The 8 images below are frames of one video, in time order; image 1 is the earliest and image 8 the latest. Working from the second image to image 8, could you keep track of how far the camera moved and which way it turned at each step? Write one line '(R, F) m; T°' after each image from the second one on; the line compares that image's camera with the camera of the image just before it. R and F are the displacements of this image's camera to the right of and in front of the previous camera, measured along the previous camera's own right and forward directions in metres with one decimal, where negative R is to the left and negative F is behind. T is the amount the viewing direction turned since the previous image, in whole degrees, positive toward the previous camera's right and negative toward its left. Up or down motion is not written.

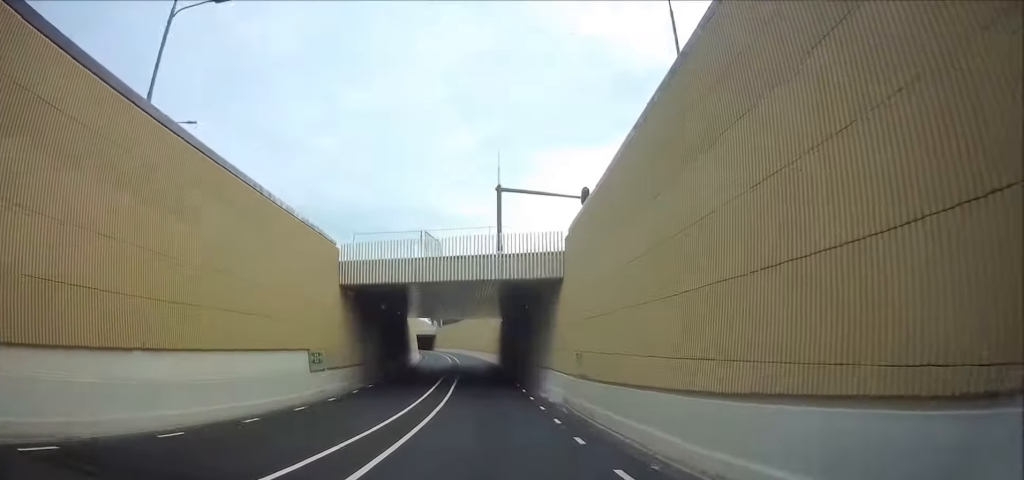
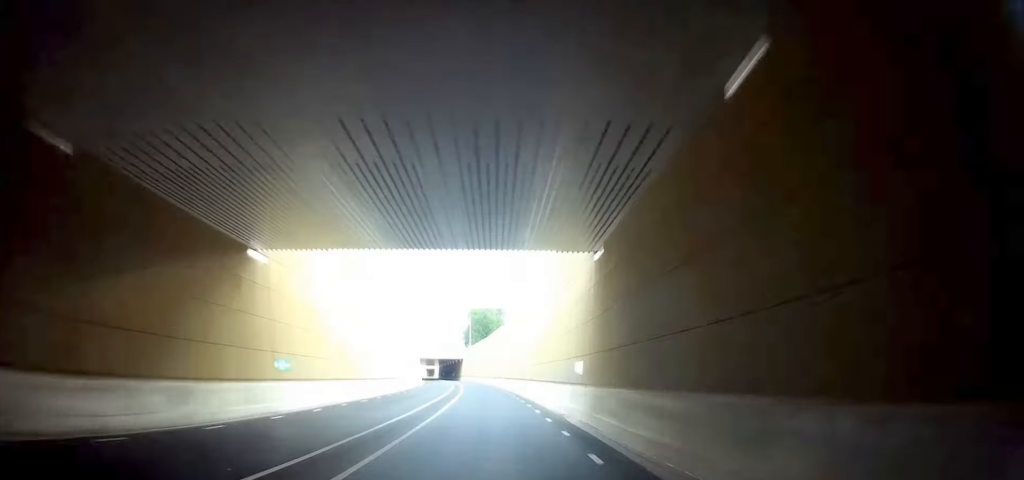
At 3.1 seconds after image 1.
(-0.2, +49.4) m; -6°
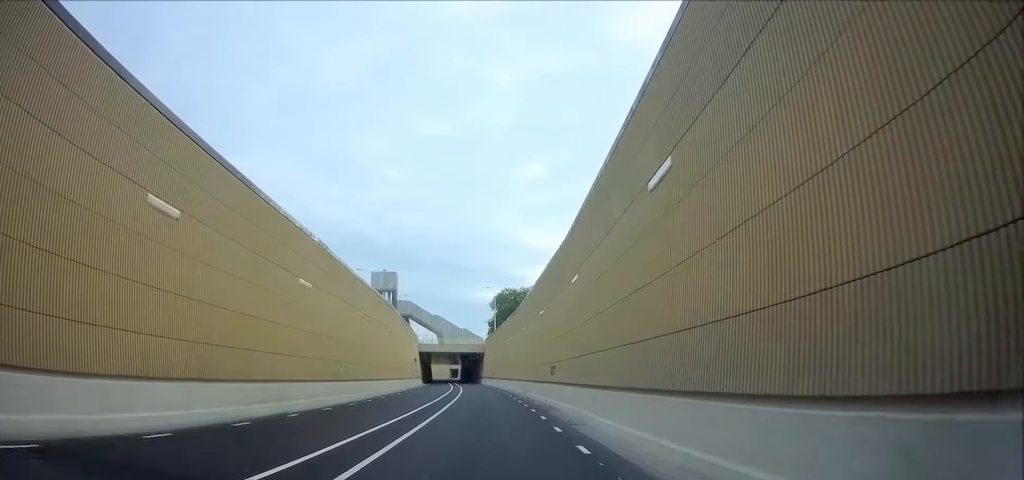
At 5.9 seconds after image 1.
(-4.1, +42.0) m; -6°
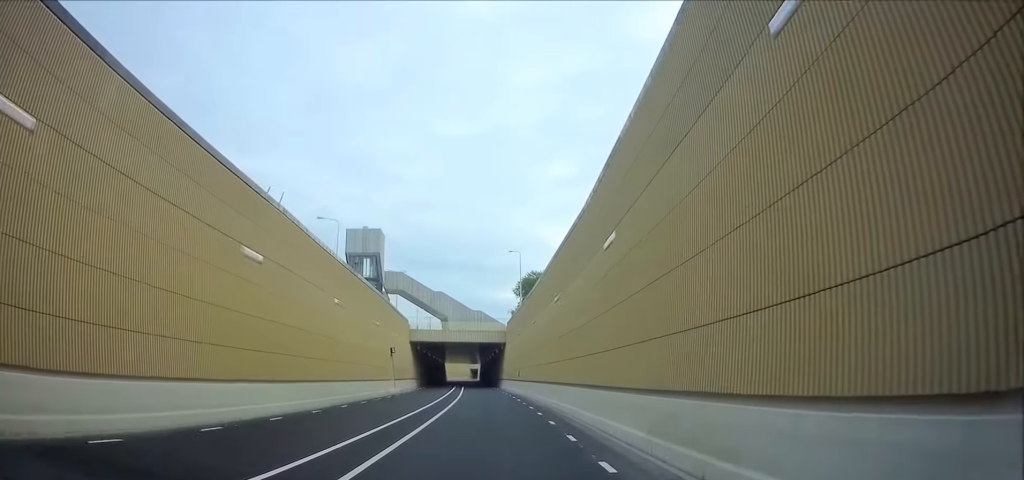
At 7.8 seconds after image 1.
(-0.4, +29.6) m; -2°
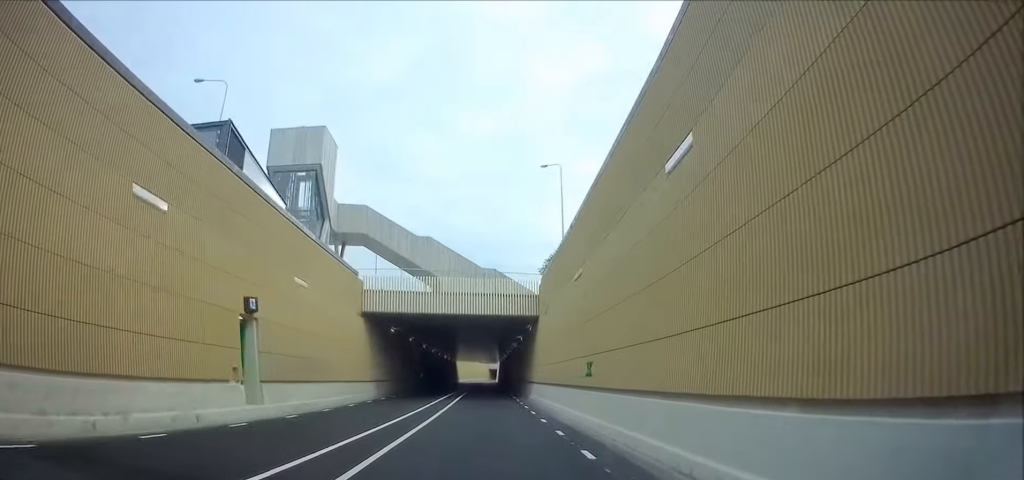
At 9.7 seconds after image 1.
(-0.6, +29.5) m; -1°
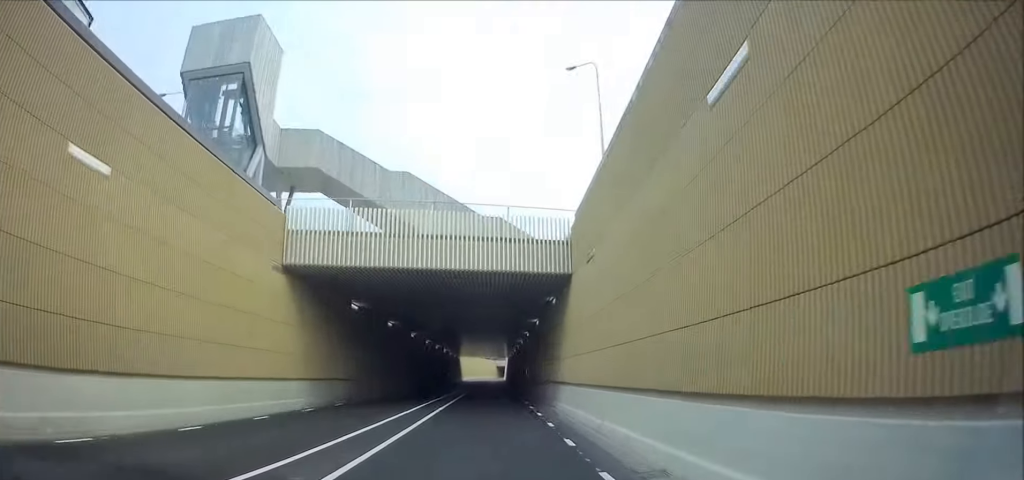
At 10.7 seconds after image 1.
(-0.2, +14.3) m; +1°
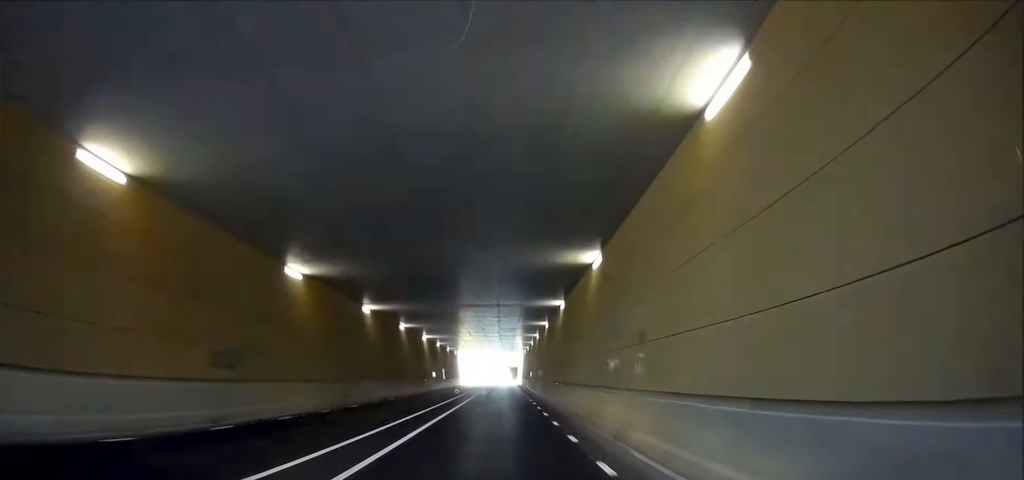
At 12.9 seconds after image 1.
(+0.8, +34.7) m; +2°
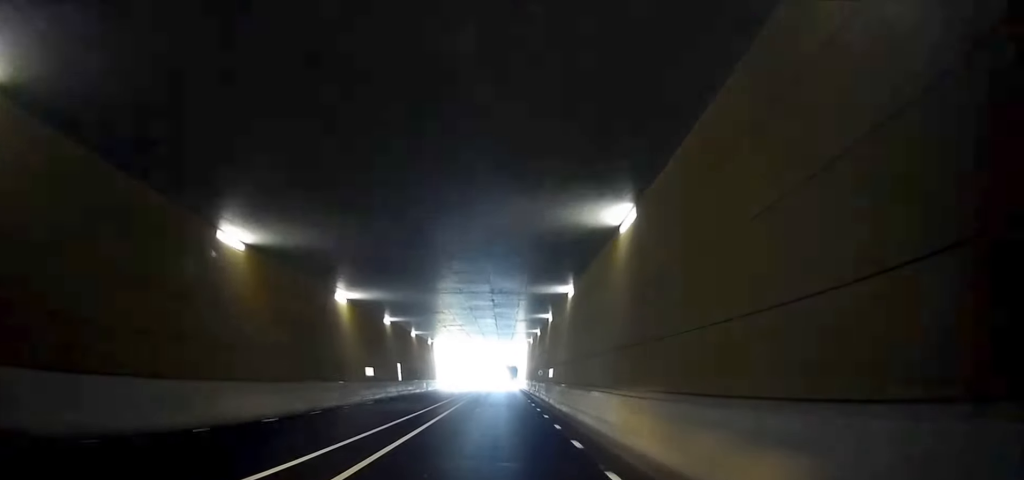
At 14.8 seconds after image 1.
(0.0, +28.9) m; 0°
